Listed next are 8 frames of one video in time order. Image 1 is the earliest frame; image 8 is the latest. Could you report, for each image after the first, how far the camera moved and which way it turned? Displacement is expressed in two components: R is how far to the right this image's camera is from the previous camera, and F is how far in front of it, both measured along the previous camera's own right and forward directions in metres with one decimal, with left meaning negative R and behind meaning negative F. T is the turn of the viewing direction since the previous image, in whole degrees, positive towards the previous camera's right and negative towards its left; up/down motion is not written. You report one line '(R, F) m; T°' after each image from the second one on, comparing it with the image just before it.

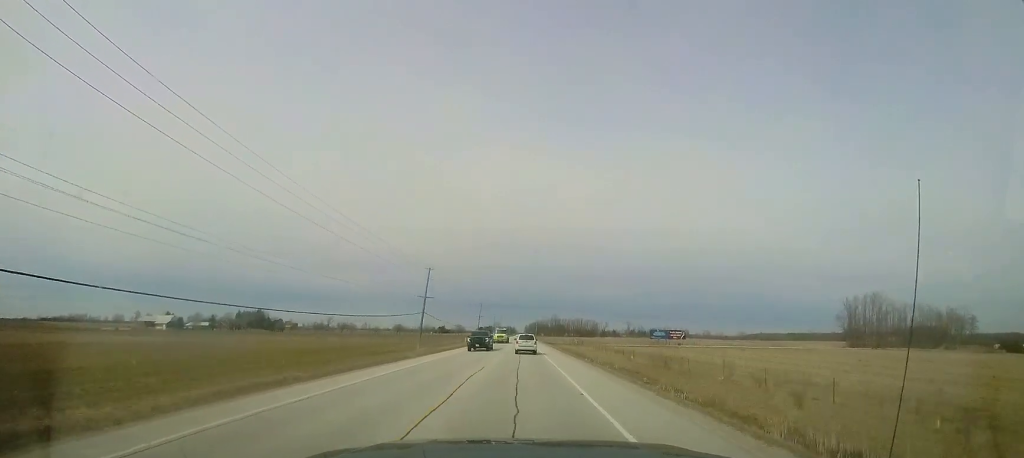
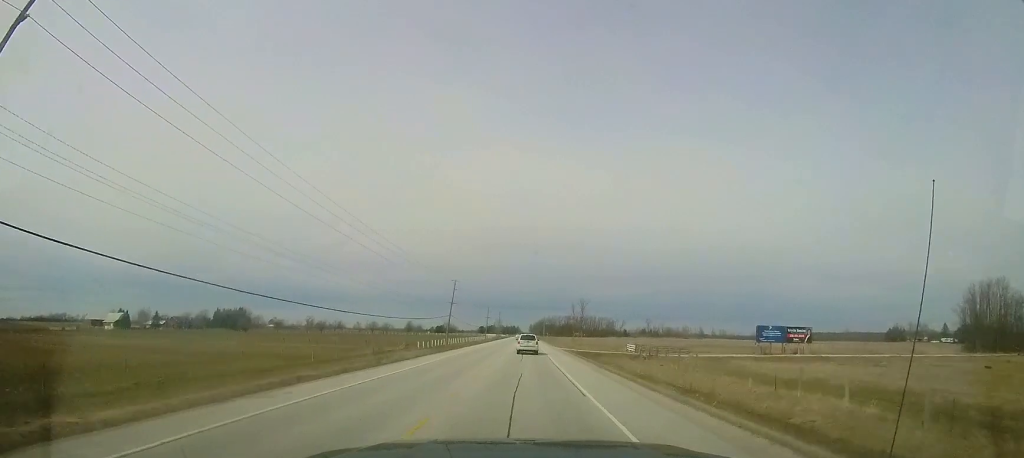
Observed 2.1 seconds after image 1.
(-0.3, +55.7) m; -1°
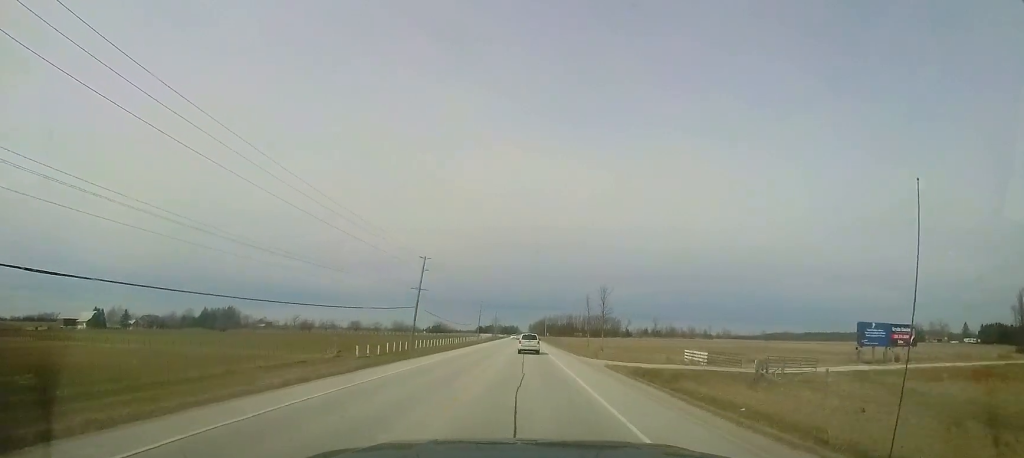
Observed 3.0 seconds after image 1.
(-0.1, +22.9) m; -1°
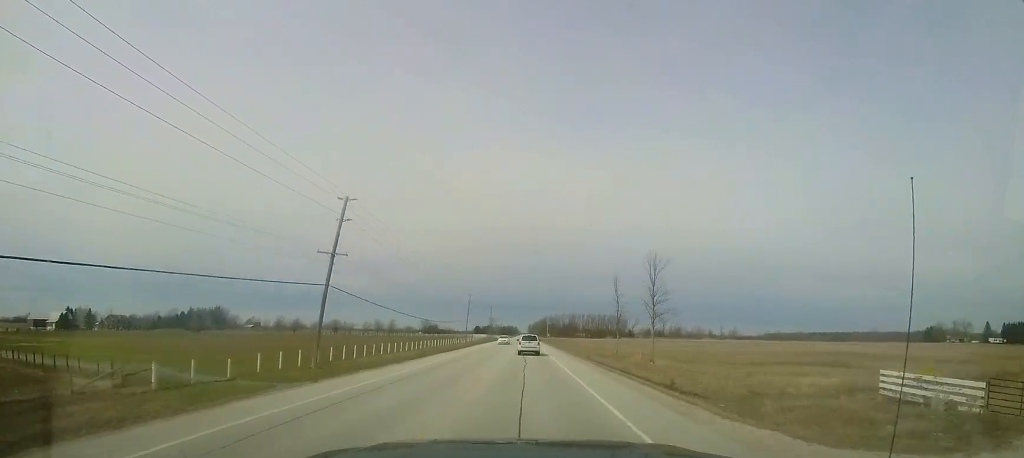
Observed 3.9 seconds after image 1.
(-0.2, +24.0) m; 0°
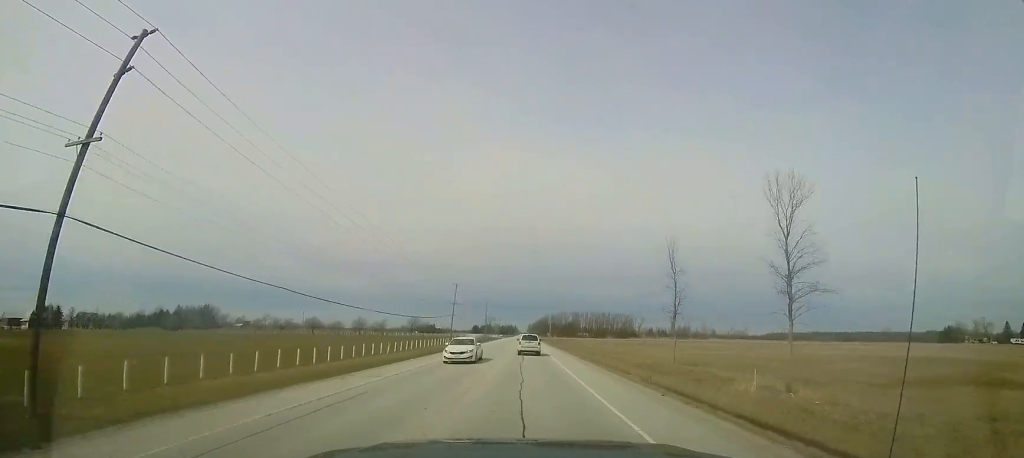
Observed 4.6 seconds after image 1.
(0.0, +19.8) m; +1°
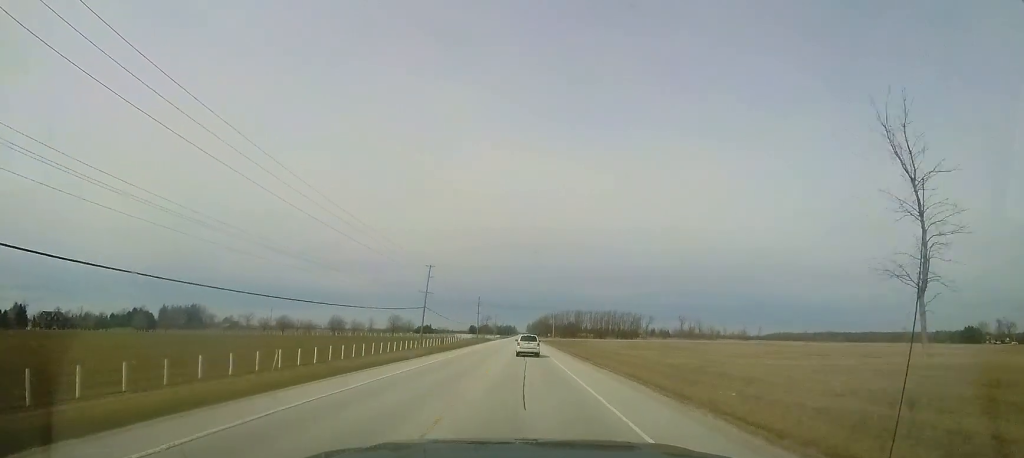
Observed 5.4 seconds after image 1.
(+0.3, +21.9) m; 0°
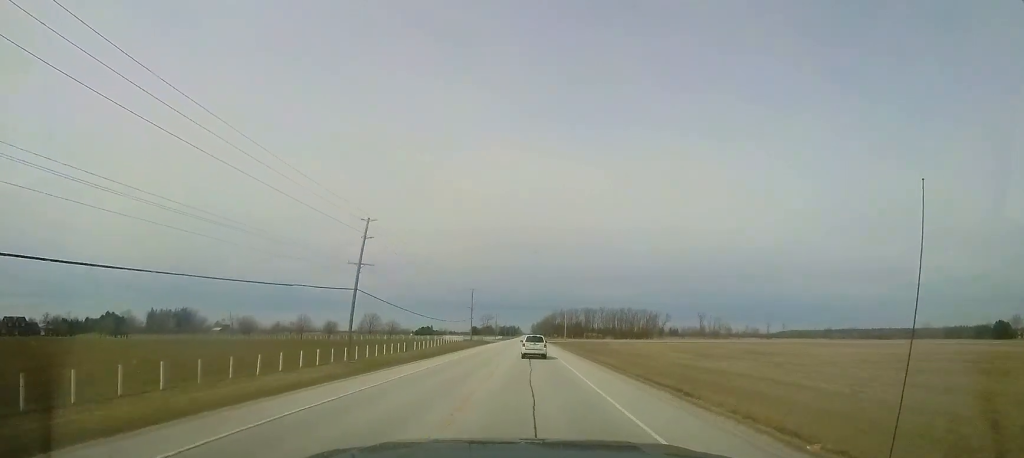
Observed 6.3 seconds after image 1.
(0.0, +25.3) m; 0°
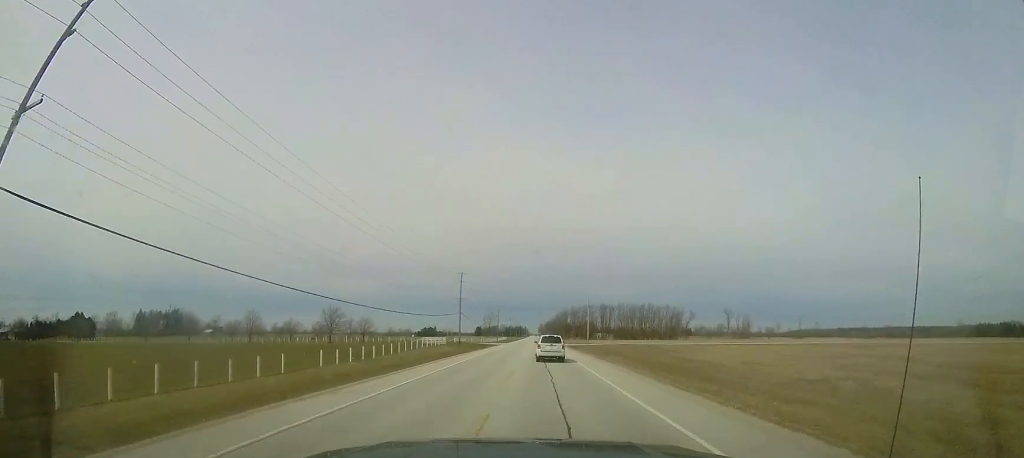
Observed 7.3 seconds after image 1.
(-0.1, +28.3) m; -1°
